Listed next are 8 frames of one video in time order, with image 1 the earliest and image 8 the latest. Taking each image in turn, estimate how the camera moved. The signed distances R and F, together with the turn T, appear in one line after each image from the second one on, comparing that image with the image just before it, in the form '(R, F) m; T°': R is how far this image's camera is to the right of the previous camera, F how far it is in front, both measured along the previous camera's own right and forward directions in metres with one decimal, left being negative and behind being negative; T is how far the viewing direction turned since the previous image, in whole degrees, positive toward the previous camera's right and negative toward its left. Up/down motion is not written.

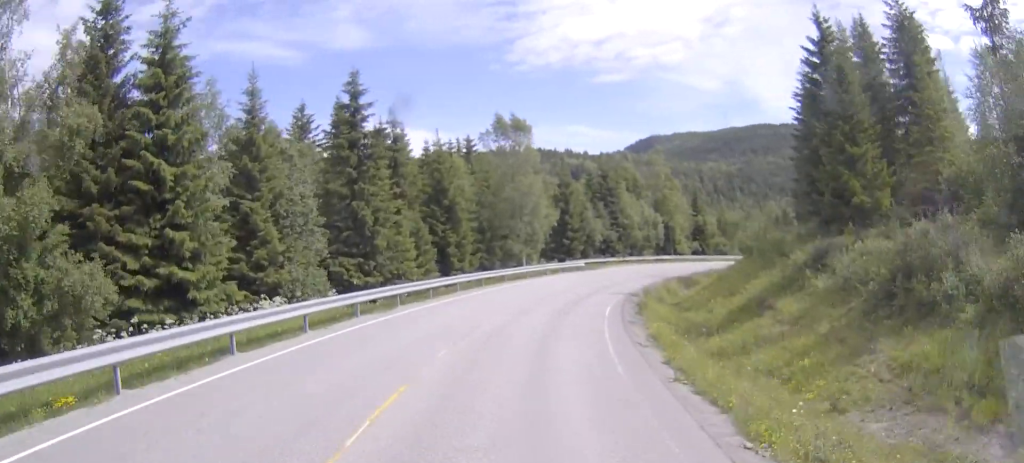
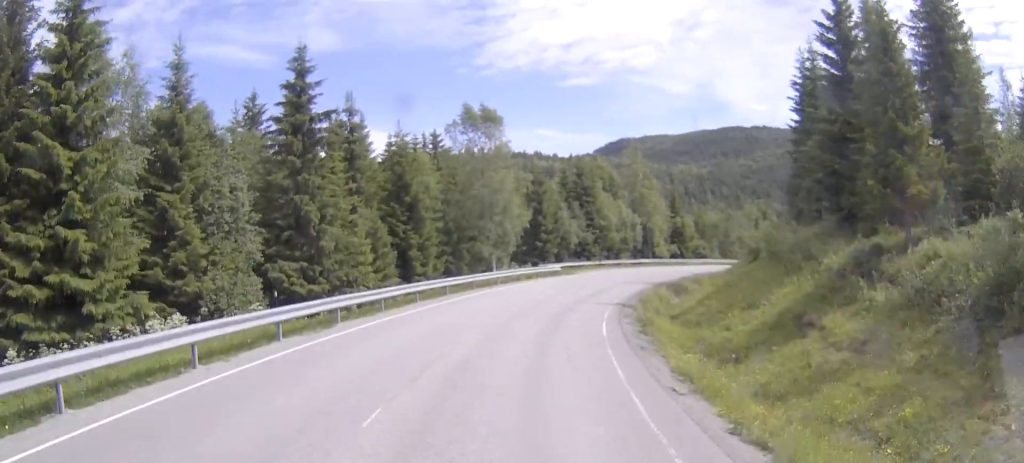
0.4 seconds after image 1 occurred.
(0.0, +5.3) m; +3°
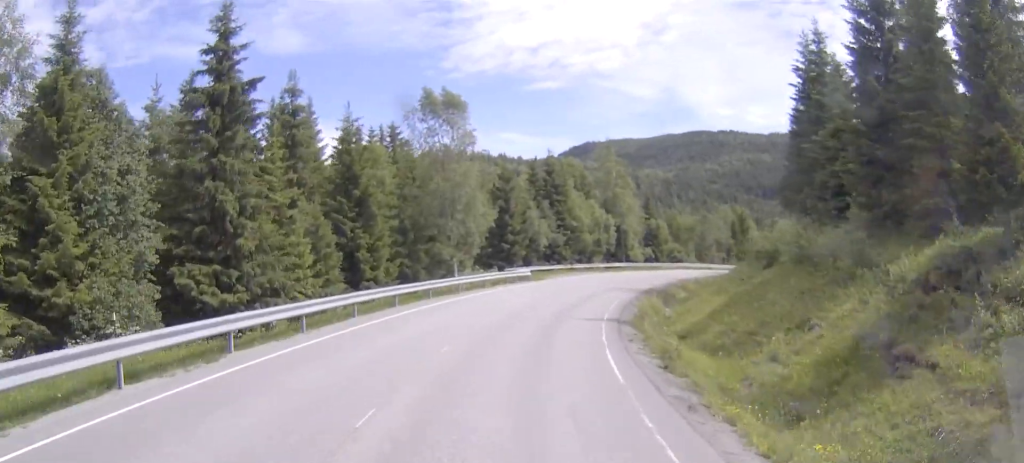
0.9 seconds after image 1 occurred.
(+0.1, +5.8) m; +3°
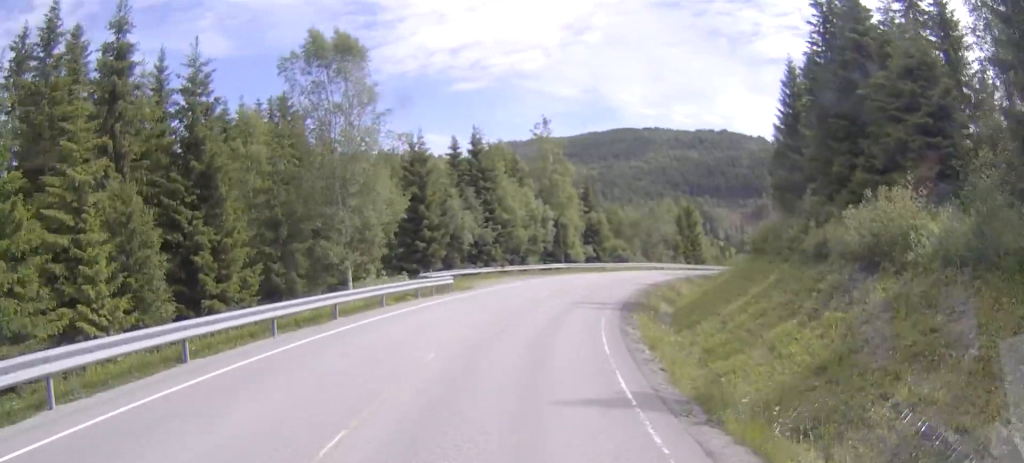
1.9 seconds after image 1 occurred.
(+0.9, +12.8) m; +7°
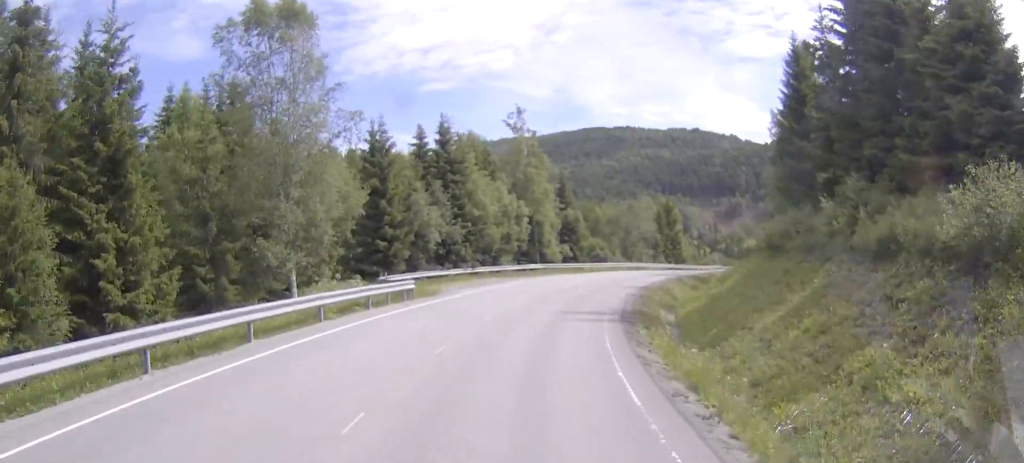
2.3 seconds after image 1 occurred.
(+0.1, +5.3) m; +3°
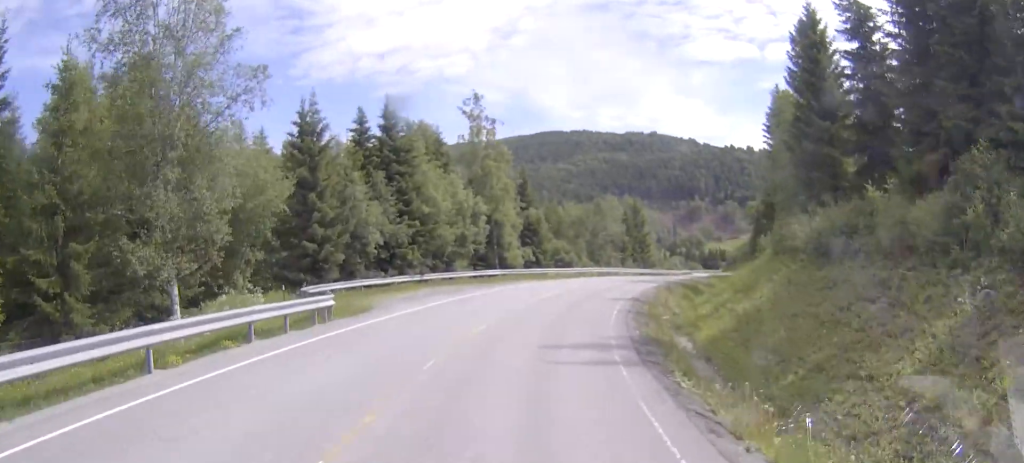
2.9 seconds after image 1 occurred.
(+0.1, +7.5) m; +4°
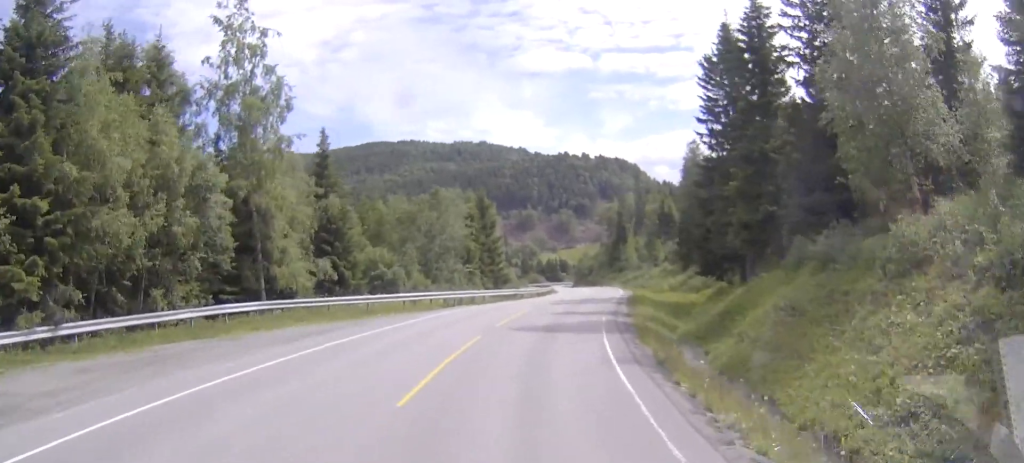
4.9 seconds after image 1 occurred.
(+2.2, +25.9) m; +11°
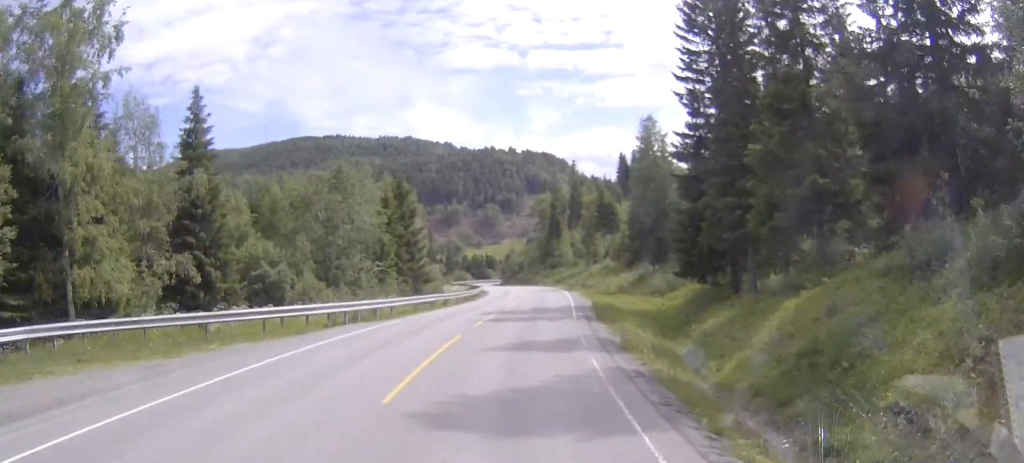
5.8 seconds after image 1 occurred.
(+0.9, +11.4) m; +7°
